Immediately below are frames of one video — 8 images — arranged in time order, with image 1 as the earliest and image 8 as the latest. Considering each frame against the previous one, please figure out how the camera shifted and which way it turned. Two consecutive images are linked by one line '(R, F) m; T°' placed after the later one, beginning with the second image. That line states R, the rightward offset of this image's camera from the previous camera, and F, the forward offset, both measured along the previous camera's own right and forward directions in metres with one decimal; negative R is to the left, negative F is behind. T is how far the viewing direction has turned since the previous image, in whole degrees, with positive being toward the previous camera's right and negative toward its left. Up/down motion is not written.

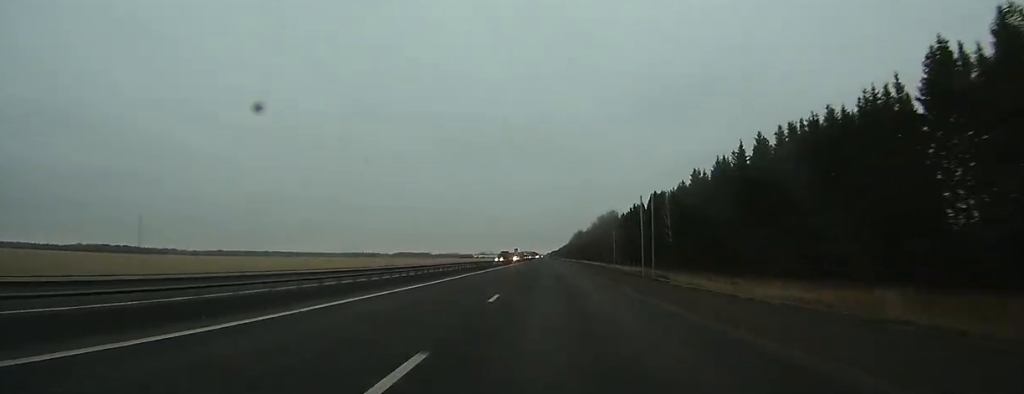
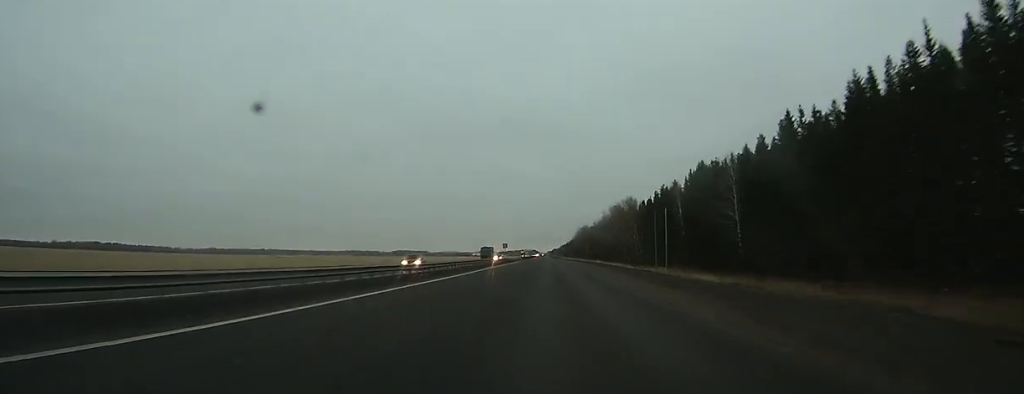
(-0.1, +45.3) m; 0°
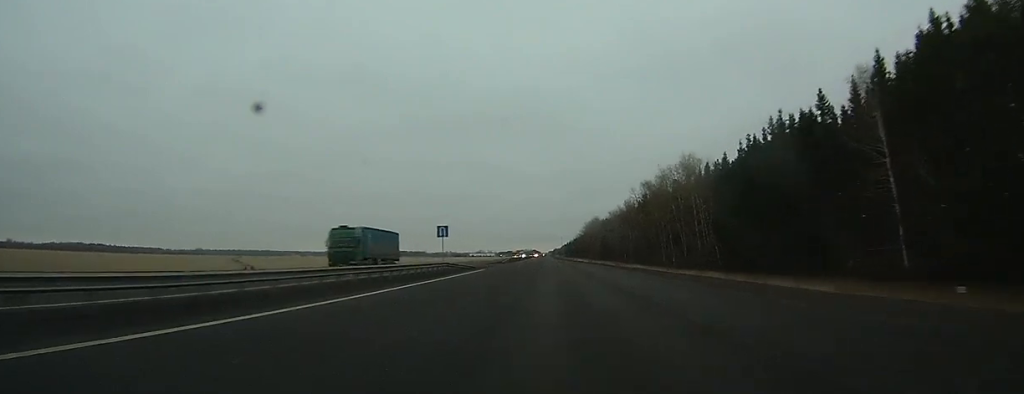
(+0.1, +72.1) m; 0°
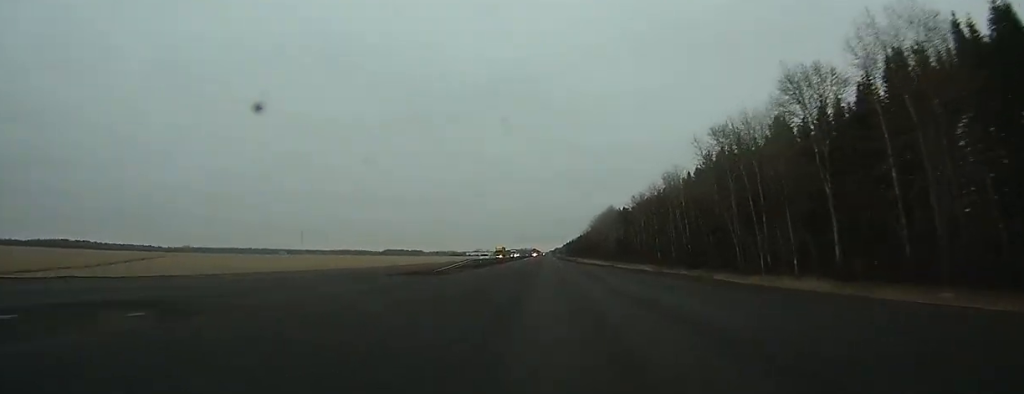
(0.0, +61.8) m; 0°
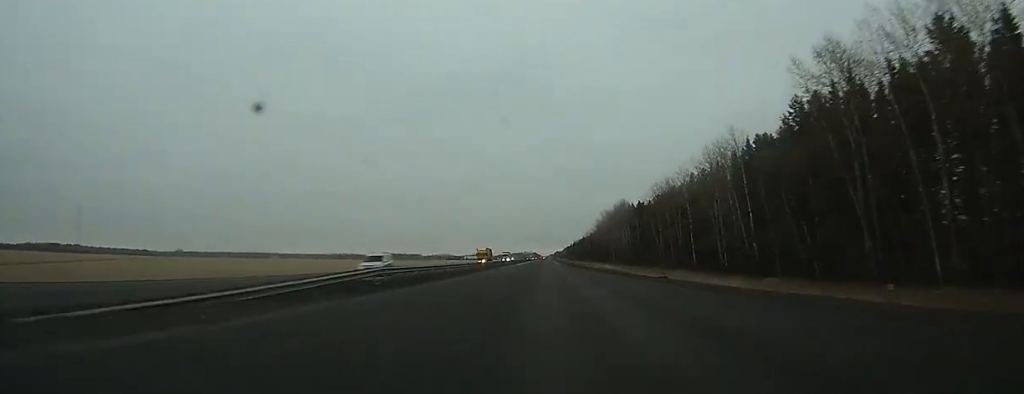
(-0.1, +35.0) m; 0°
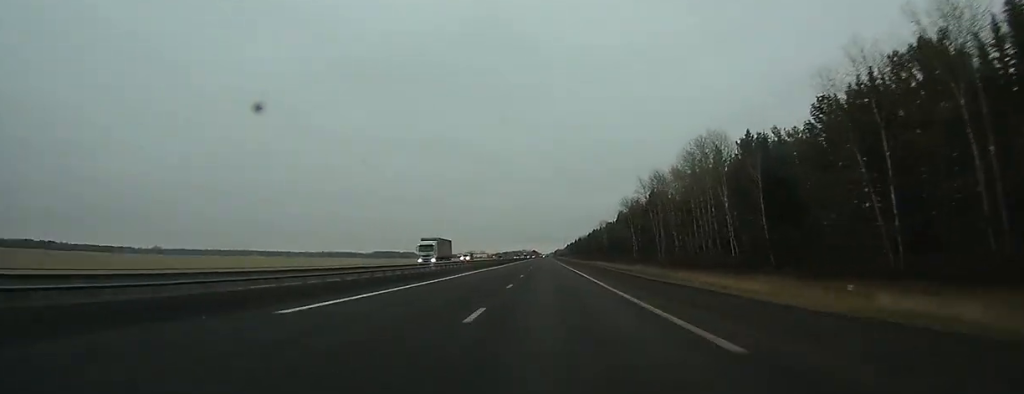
(-0.6, +97.2) m; 0°
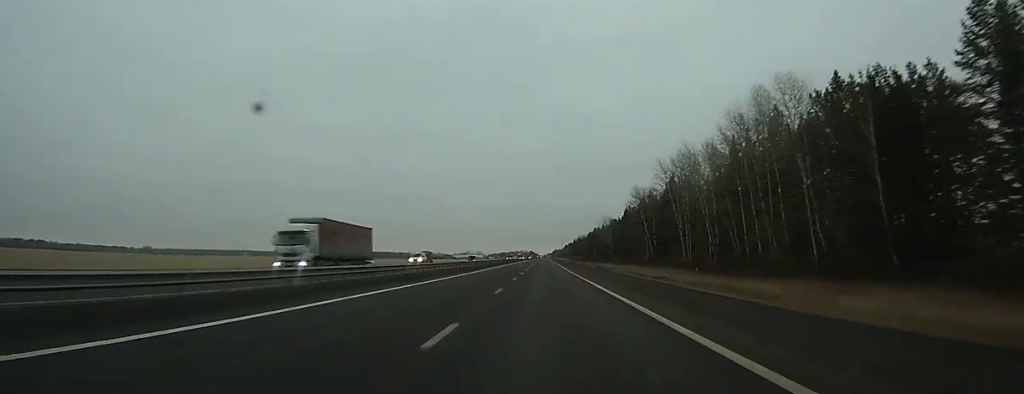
(0.0, +27.1) m; 0°
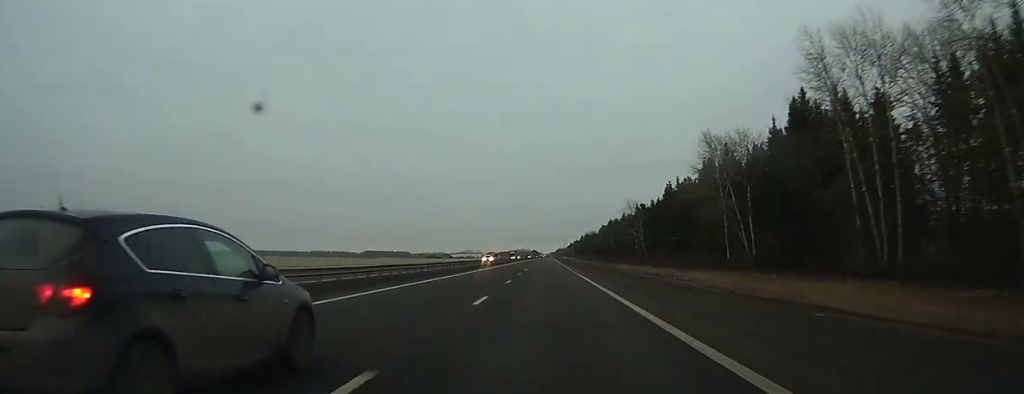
(+0.1, +64.8) m; 0°
